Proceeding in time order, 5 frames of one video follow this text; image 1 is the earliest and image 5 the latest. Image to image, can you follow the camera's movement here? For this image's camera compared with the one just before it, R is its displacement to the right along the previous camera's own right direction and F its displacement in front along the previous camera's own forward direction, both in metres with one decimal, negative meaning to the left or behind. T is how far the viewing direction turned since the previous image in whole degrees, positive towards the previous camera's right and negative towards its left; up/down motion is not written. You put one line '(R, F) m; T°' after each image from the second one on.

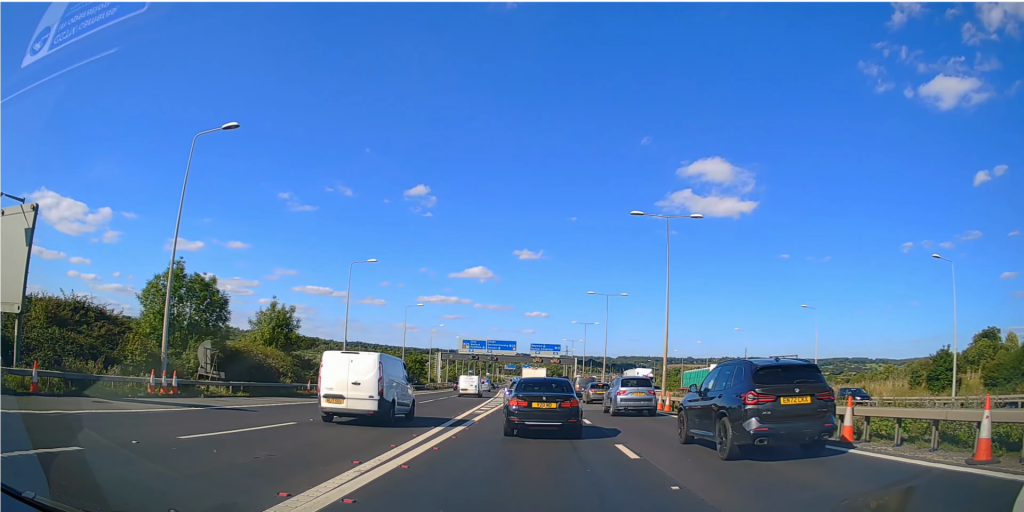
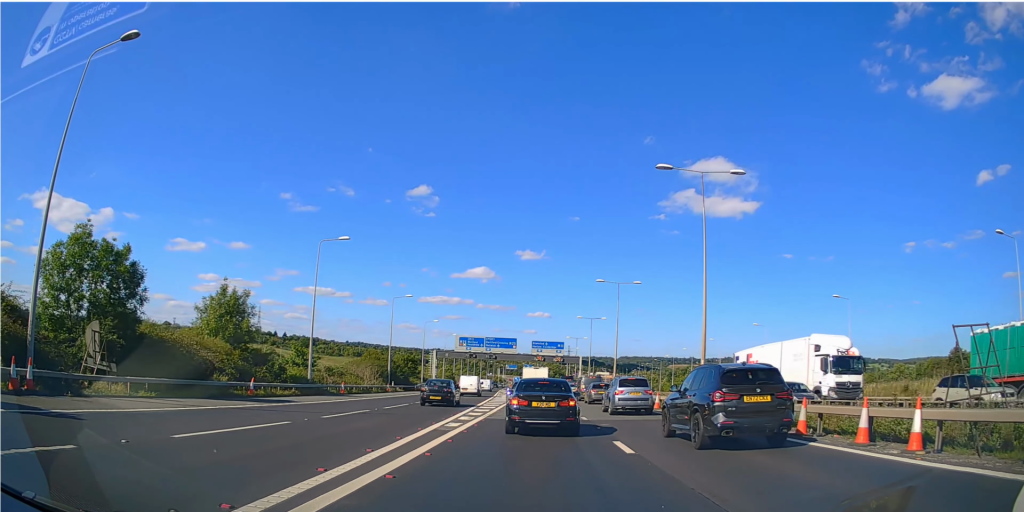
(-0.2, +8.8) m; -1°
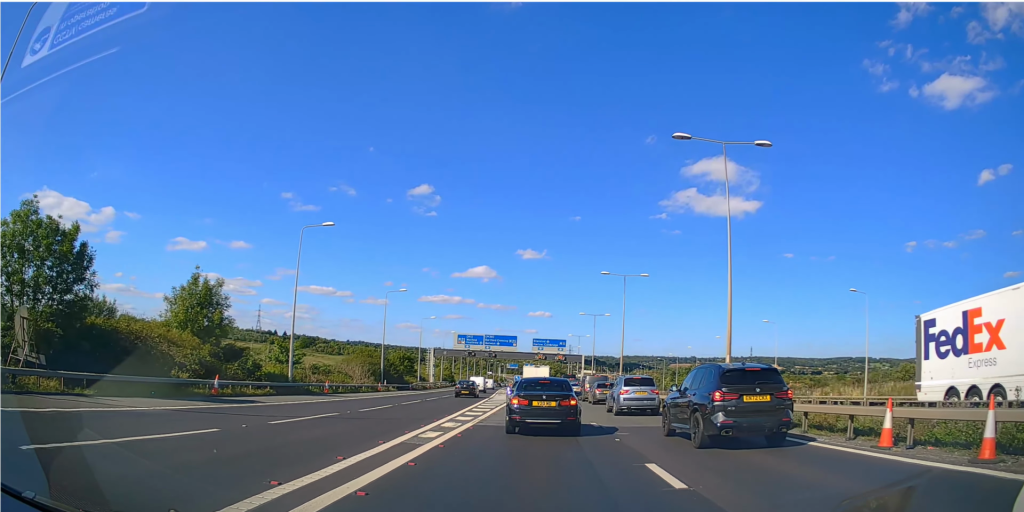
(0.0, +3.9) m; +1°
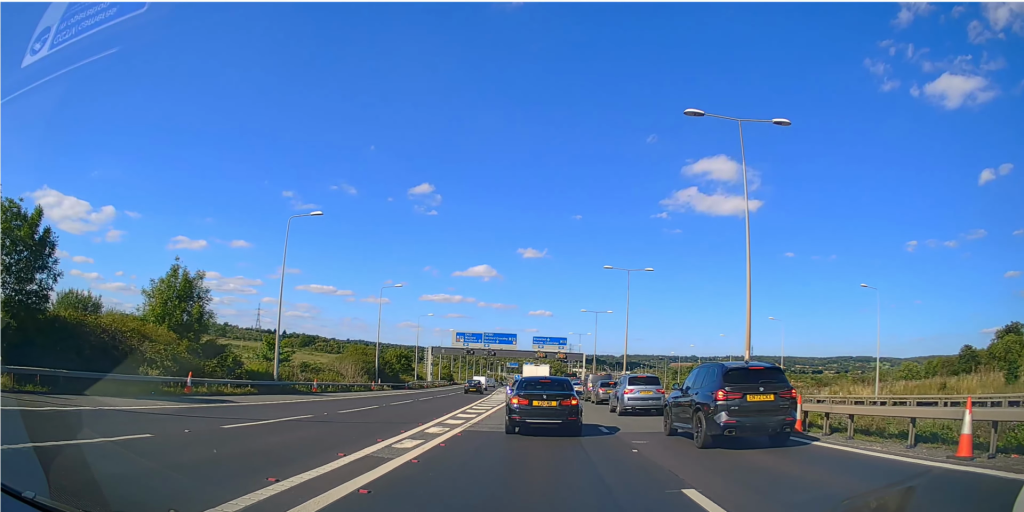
(+0.1, +2.5) m; 0°
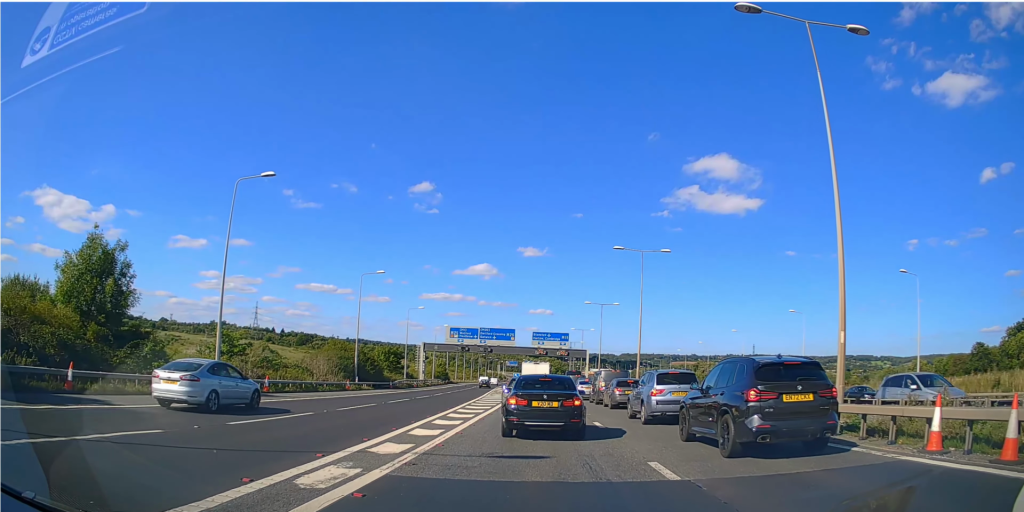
(-0.1, +8.6) m; -2°
